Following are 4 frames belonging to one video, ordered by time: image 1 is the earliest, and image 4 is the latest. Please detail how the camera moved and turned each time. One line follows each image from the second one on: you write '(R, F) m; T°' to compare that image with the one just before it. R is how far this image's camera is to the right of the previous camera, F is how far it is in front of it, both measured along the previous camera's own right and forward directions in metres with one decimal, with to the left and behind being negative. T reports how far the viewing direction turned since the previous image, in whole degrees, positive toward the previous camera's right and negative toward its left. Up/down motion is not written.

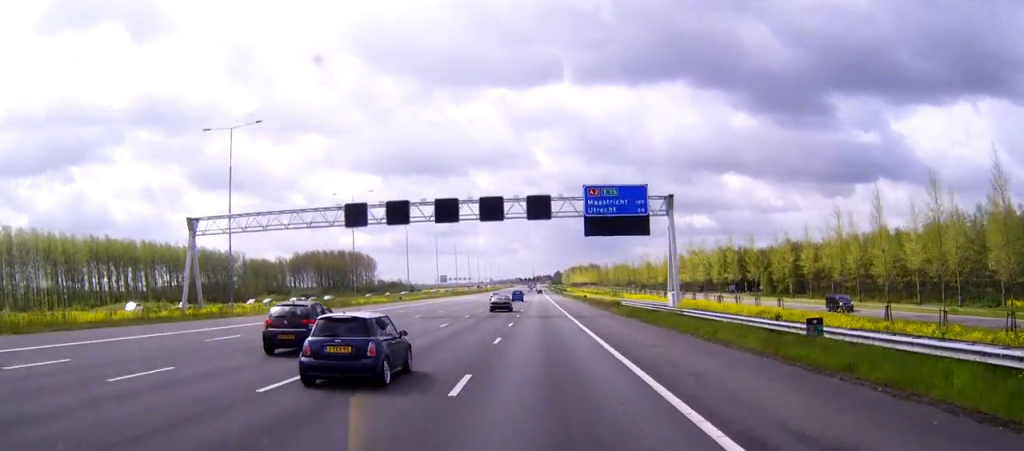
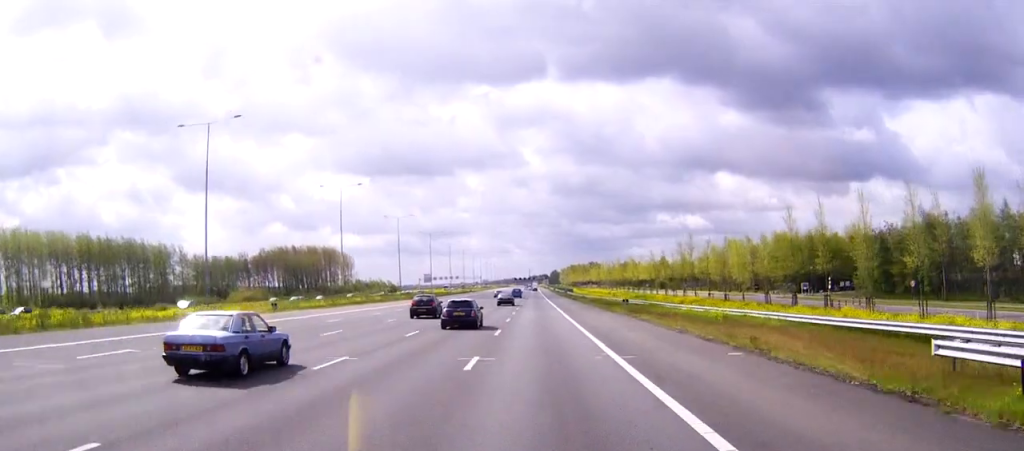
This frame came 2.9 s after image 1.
(0.0, +58.8) m; +1°
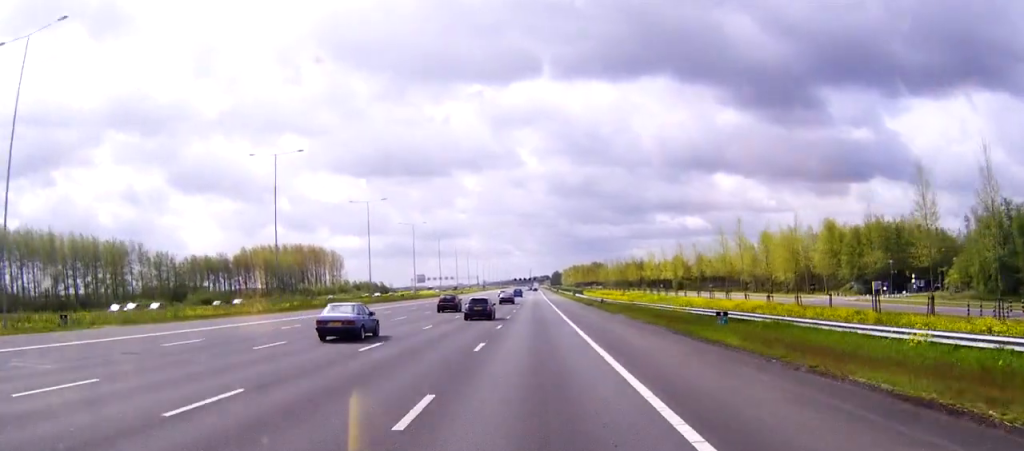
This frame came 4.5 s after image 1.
(+0.1, +32.2) m; 0°
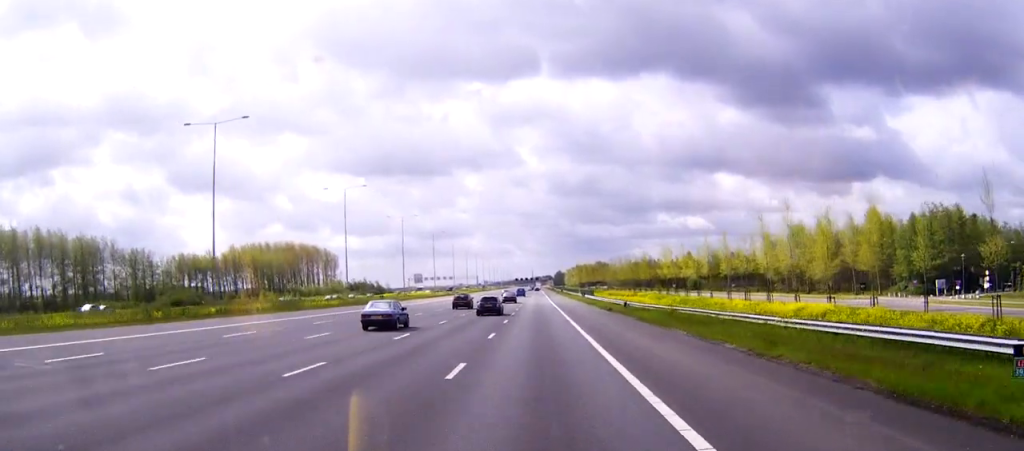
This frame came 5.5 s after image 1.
(-0.1, +19.5) m; 0°
